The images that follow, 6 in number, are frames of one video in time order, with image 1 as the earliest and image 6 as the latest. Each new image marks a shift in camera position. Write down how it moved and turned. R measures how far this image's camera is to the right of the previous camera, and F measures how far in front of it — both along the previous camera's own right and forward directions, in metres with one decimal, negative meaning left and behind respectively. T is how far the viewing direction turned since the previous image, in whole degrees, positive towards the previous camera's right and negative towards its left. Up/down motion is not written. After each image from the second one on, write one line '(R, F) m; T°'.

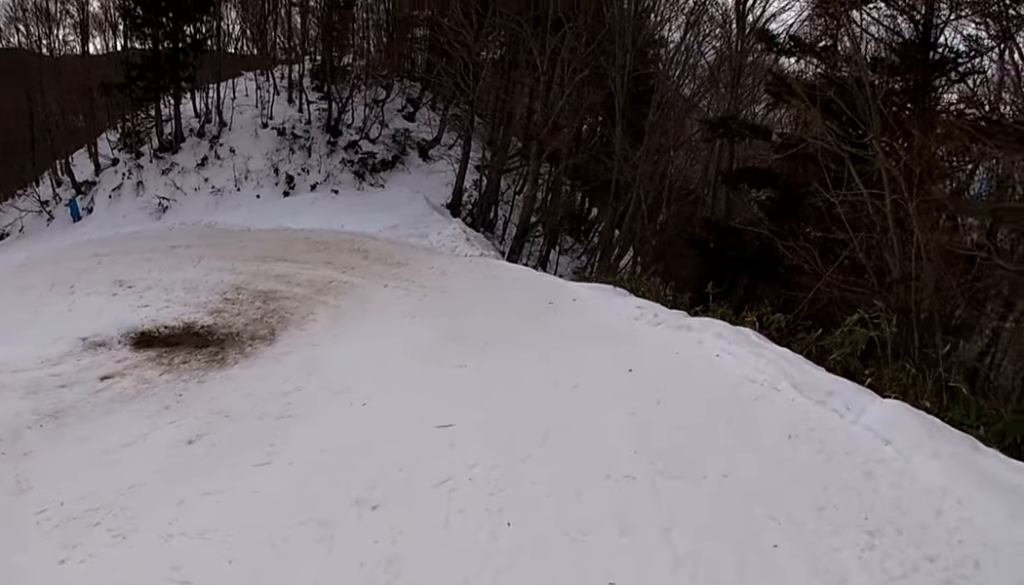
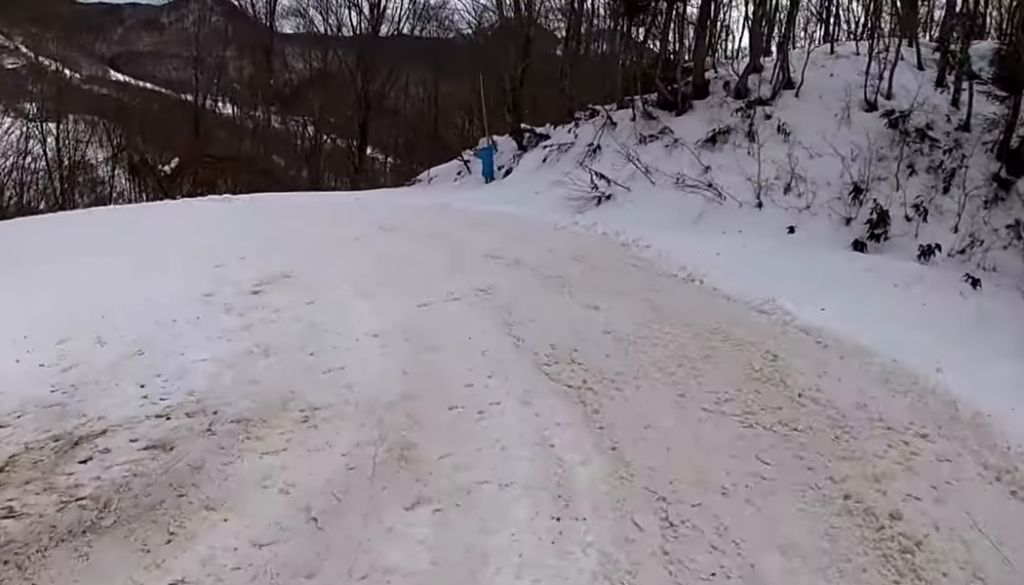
(-7.8, +12.6) m; -66°
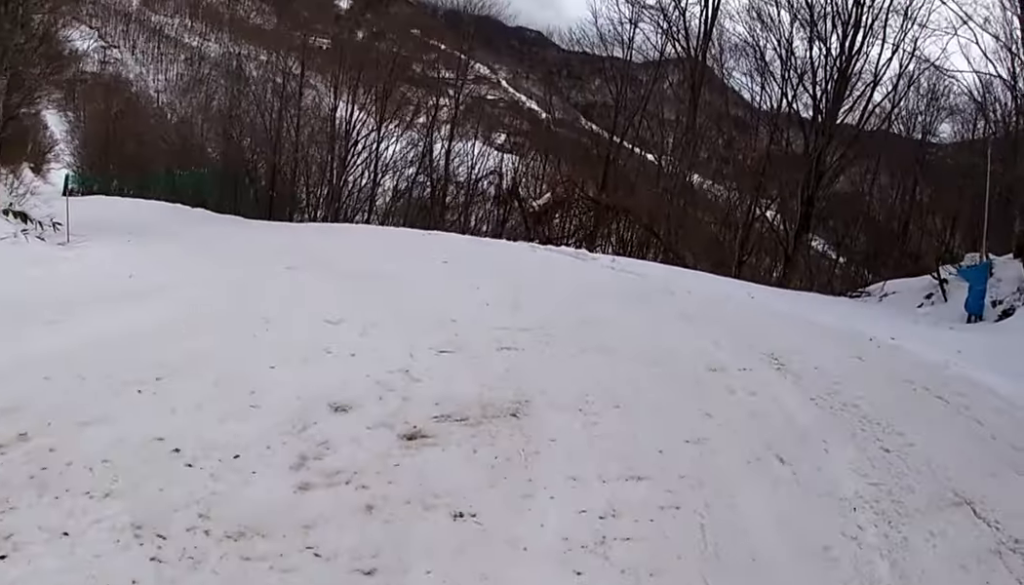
(-0.4, +4.7) m; -41°
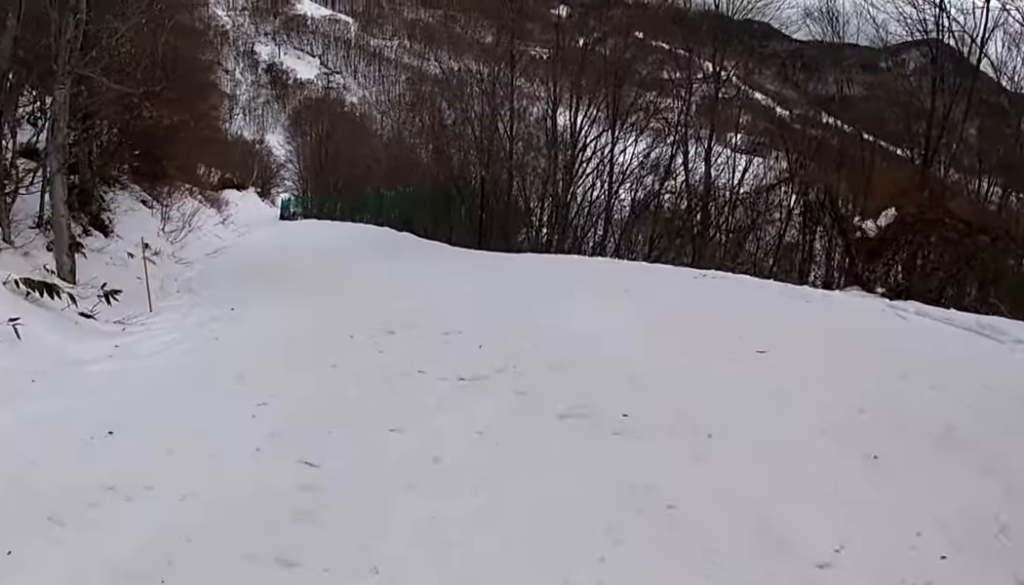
(-2.9, +4.5) m; -26°
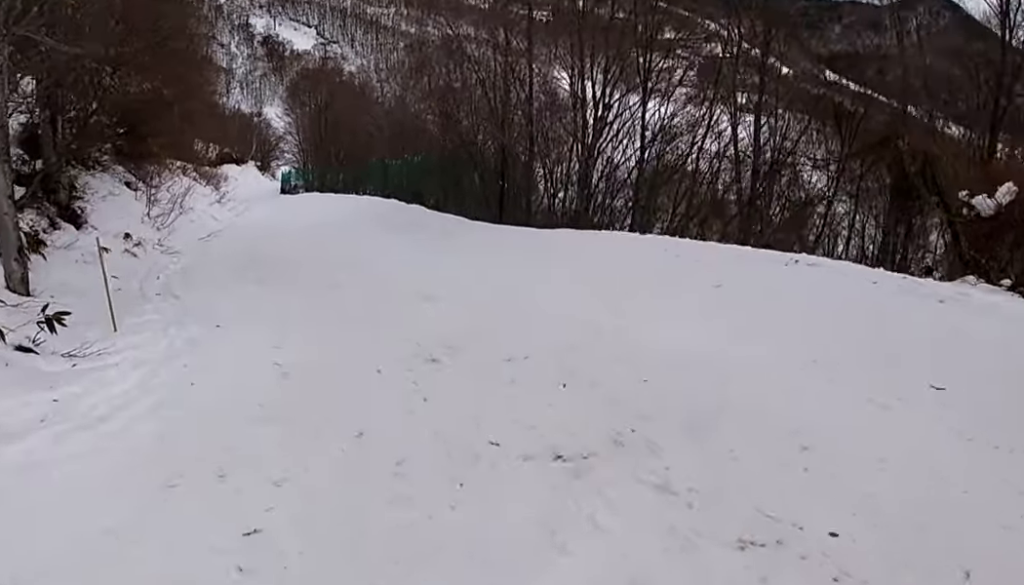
(+0.5, +2.0) m; +6°
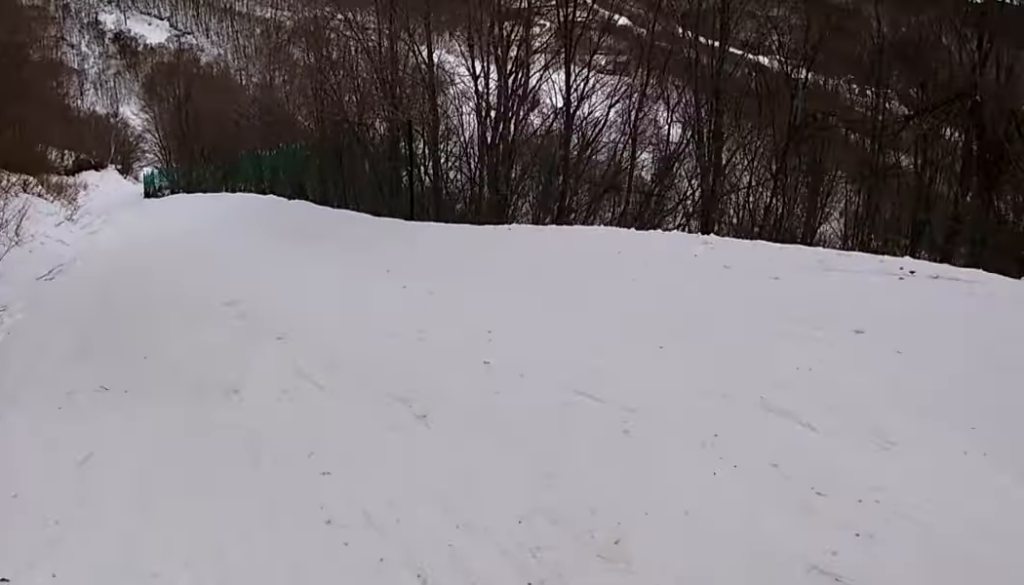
(+0.3, +3.6) m; -1°
